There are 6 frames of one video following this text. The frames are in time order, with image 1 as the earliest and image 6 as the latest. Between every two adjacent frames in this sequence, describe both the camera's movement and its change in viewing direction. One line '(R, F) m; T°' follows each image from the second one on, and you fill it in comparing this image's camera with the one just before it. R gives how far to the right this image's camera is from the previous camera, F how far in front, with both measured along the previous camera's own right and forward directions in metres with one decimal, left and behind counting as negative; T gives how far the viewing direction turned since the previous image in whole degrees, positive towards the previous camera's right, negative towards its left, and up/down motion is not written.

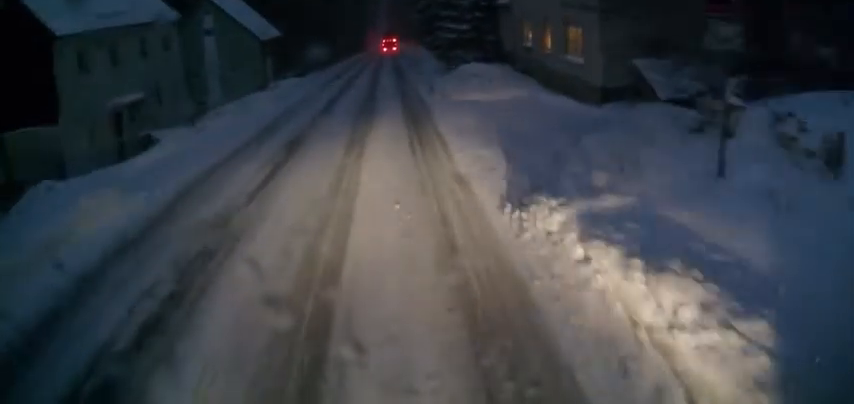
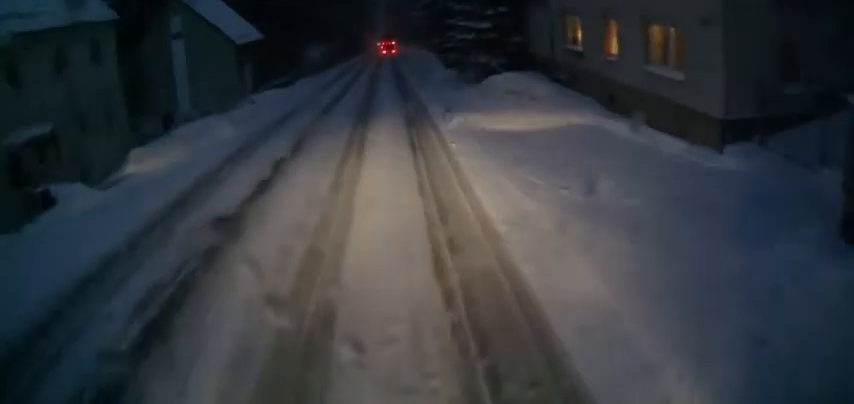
(+0.2, +6.5) m; +1°
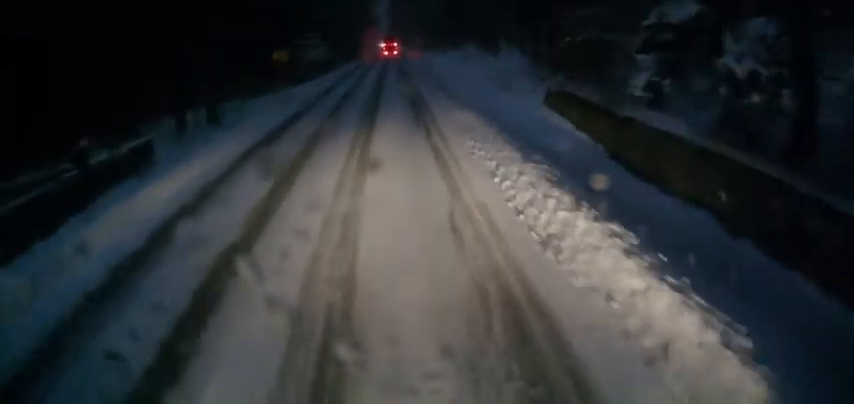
(+2.6, +34.5) m; +2°
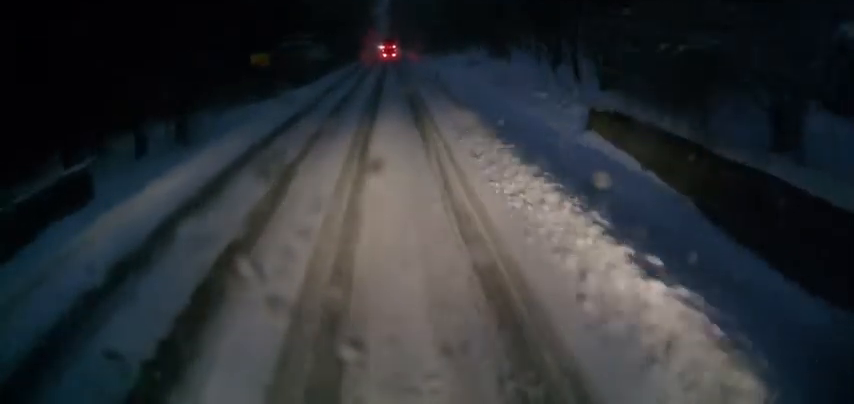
(-0.1, +4.4) m; 0°
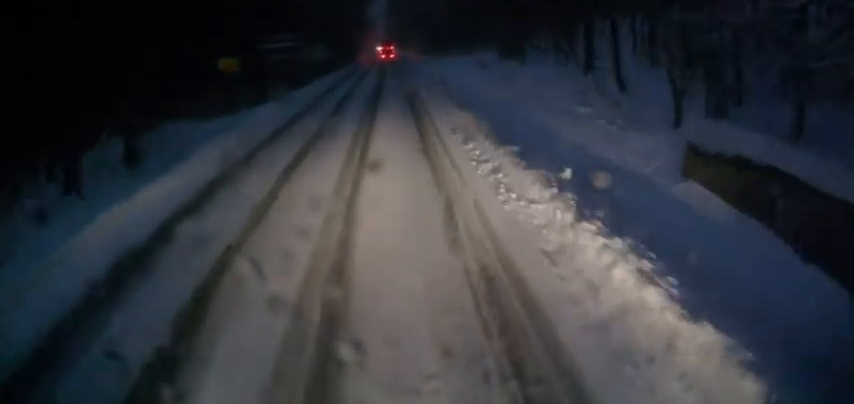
(-0.1, +5.4) m; +2°
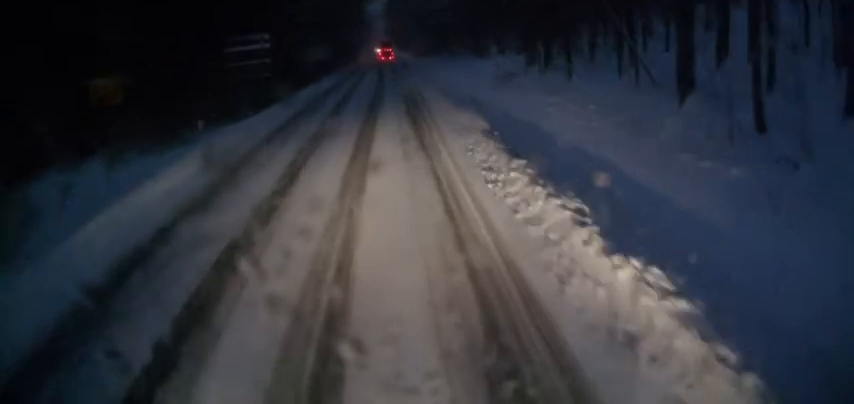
(+0.5, +8.7) m; 0°
